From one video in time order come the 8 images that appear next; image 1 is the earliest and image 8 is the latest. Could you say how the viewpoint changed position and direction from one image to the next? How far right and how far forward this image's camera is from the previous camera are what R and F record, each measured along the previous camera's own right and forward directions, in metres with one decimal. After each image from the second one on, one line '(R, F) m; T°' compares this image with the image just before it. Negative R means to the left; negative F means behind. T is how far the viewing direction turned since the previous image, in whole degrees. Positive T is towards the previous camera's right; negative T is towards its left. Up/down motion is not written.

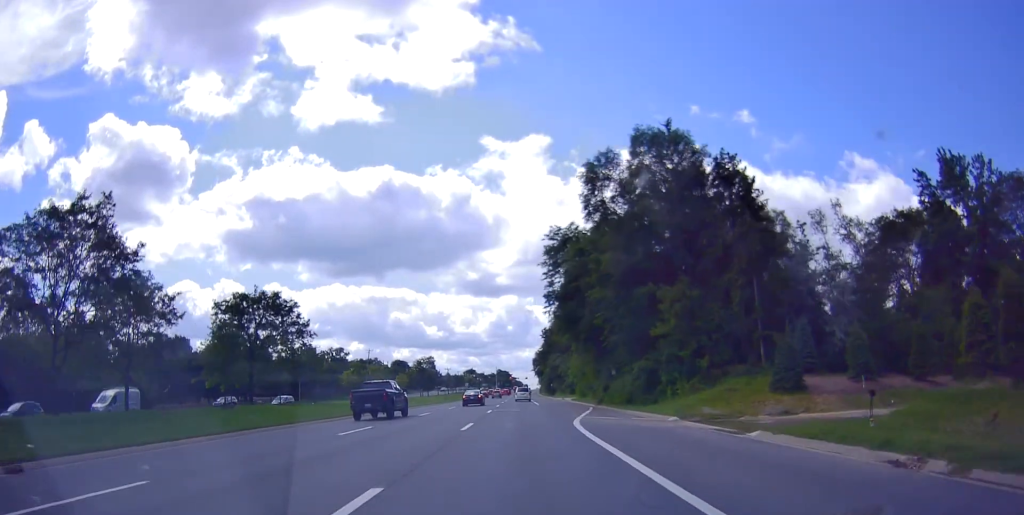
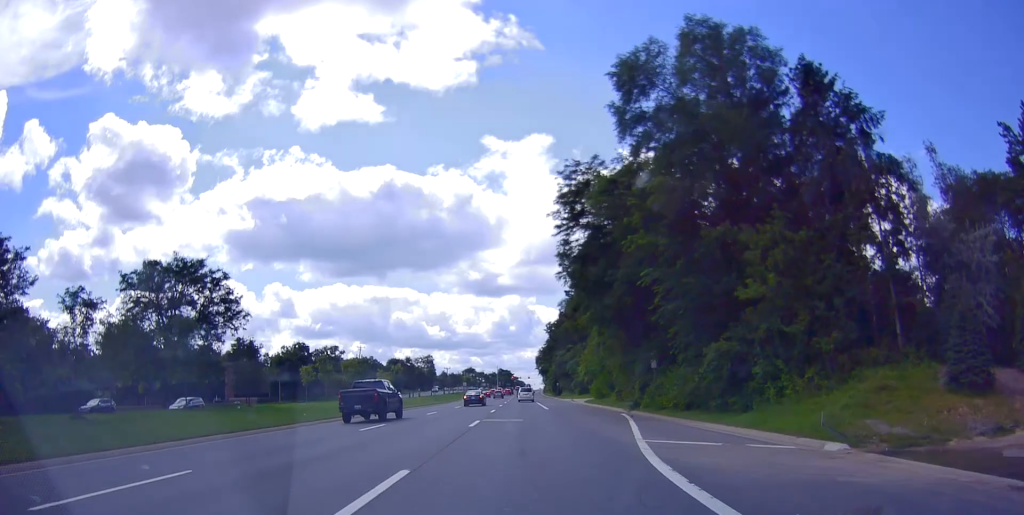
(+0.3, +13.9) m; 0°
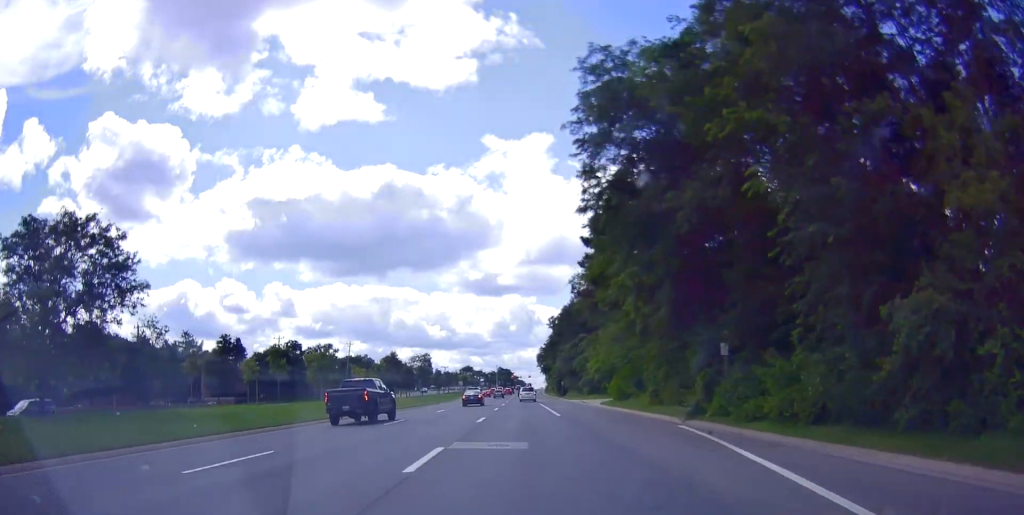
(0.0, +12.2) m; 0°
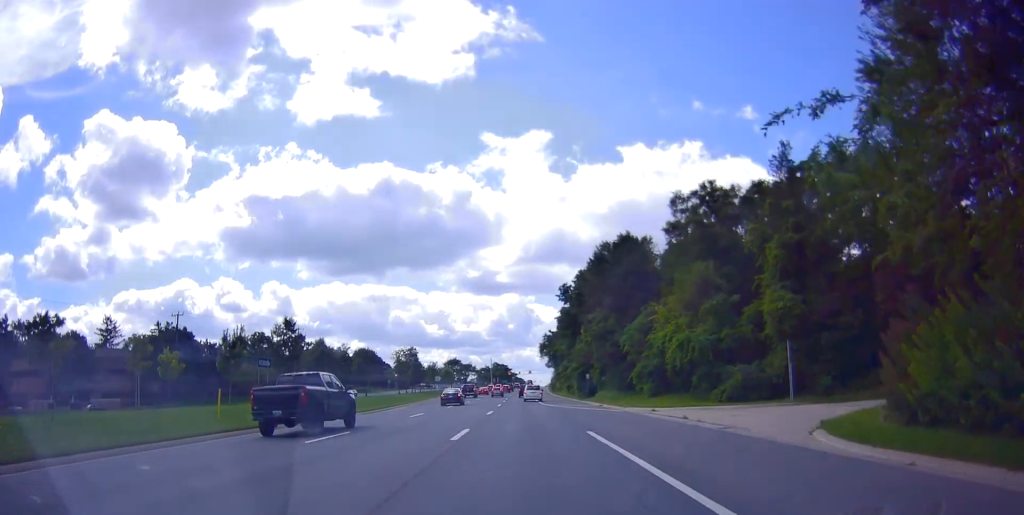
(-0.4, +41.0) m; 0°
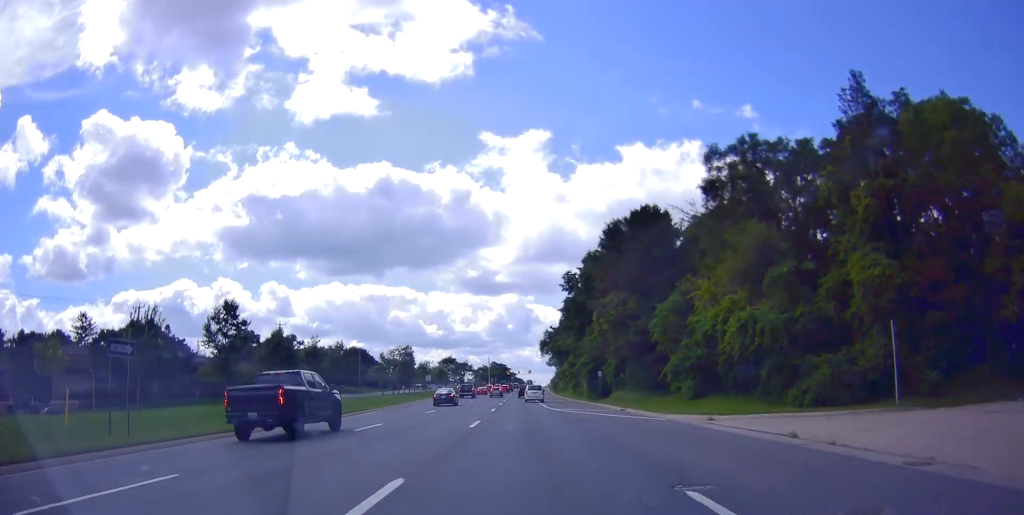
(+0.2, +10.9) m; 0°
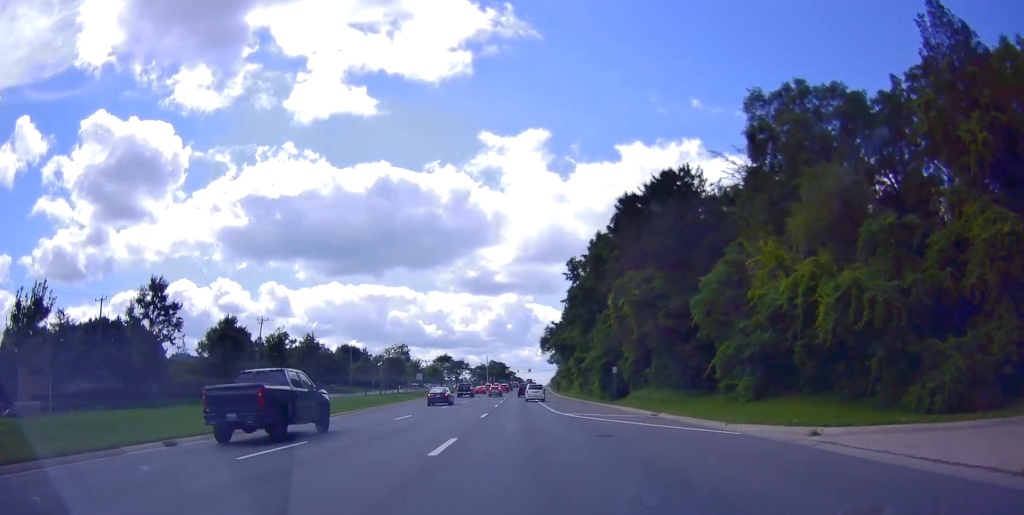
(+0.1, +9.4) m; 0°
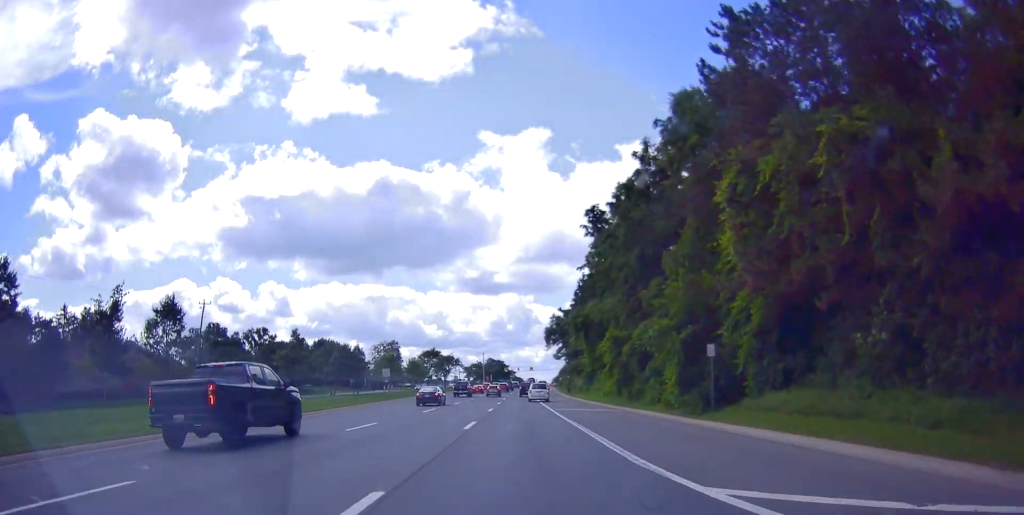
(-0.5, +25.7) m; -1°
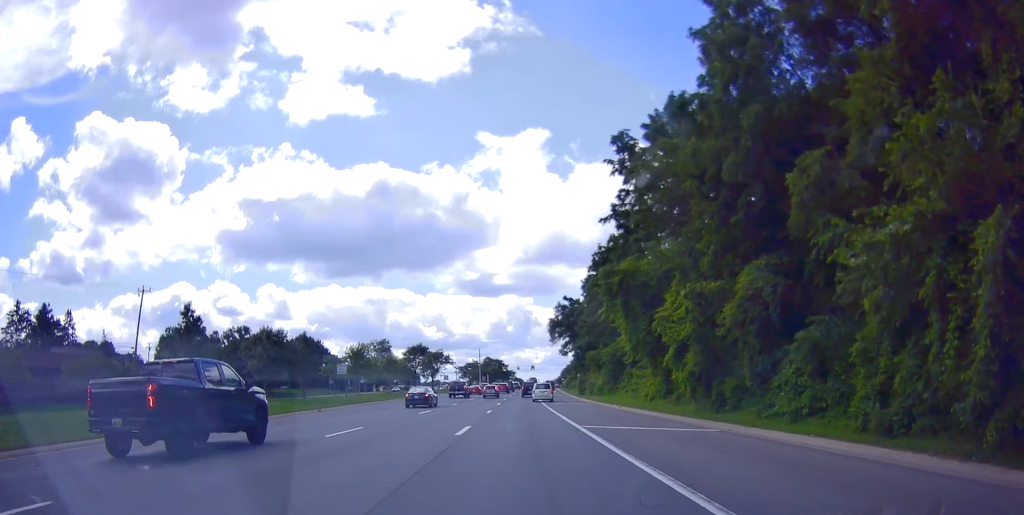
(+0.1, +19.8) m; +1°
